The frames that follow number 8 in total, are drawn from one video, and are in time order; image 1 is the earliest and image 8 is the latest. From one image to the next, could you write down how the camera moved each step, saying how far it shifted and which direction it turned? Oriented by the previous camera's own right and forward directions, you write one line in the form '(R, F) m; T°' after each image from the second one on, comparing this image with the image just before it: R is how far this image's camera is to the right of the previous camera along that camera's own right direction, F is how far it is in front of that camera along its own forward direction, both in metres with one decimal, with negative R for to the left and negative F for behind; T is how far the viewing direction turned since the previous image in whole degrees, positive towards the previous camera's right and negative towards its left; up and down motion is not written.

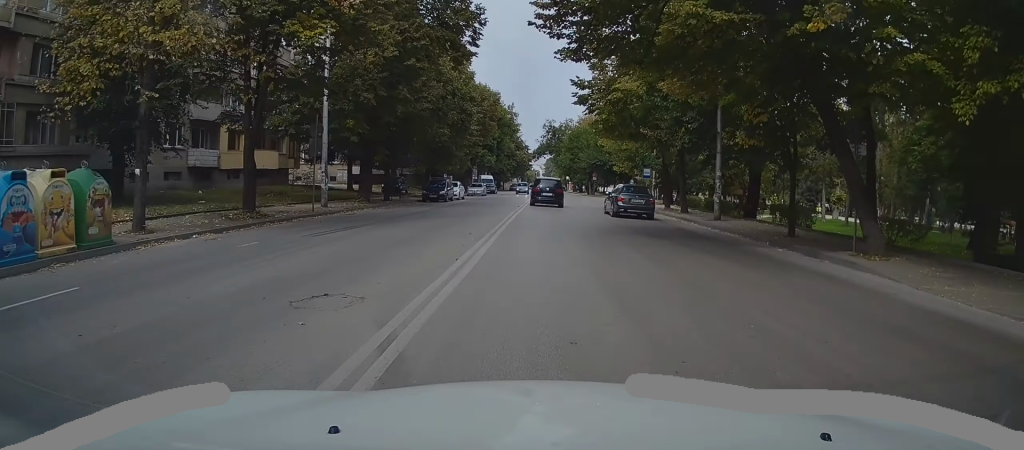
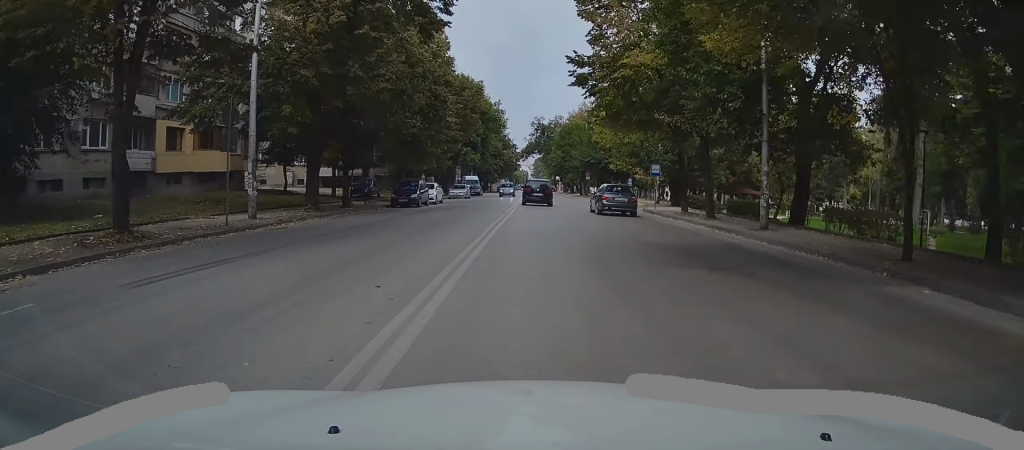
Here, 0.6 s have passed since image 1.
(0.0, +6.6) m; +1°
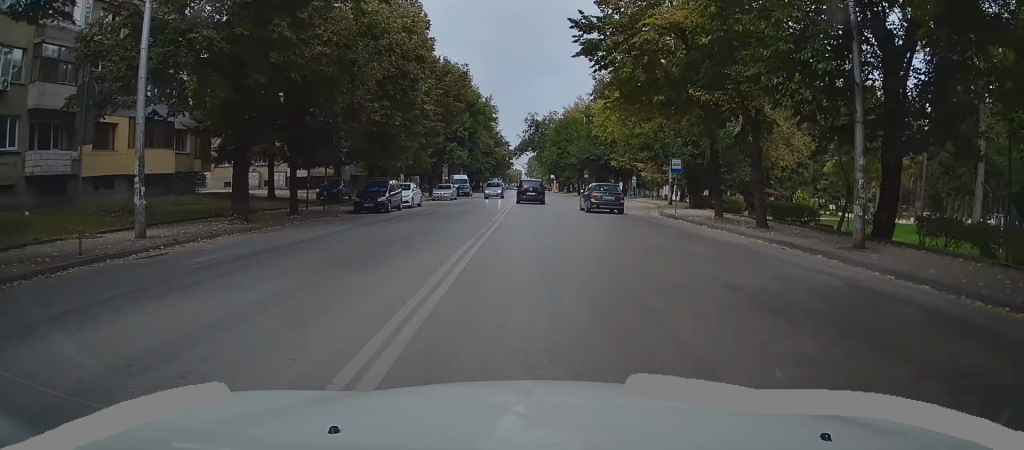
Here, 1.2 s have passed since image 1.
(+0.1, +6.8) m; 0°
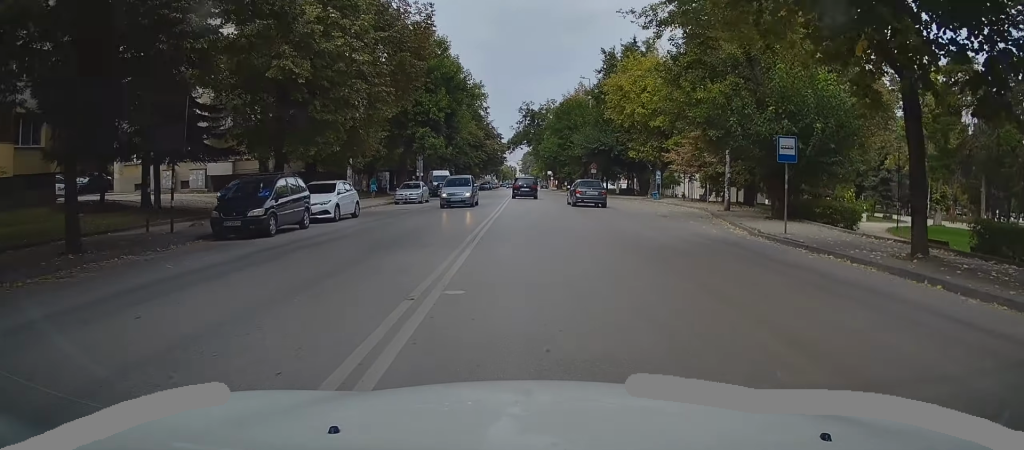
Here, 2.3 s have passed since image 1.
(0.0, +13.7) m; +1°
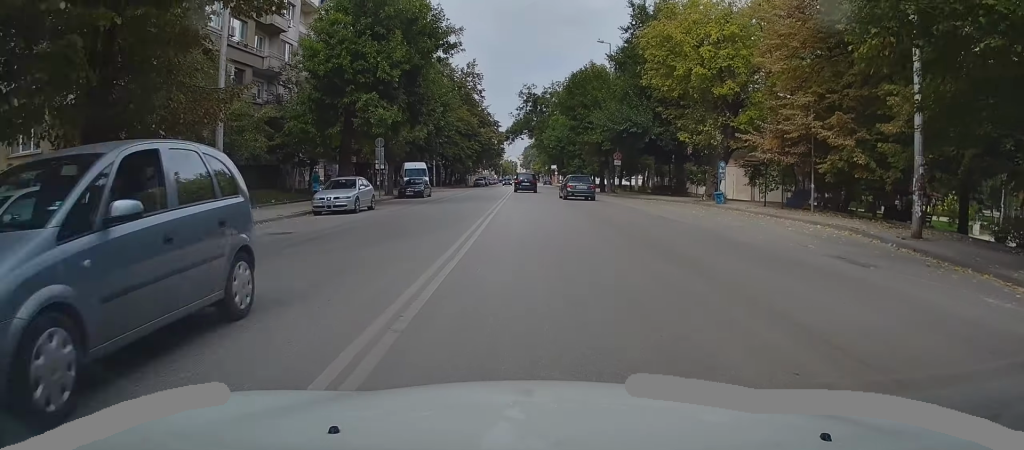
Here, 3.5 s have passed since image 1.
(+0.2, +15.9) m; +1°
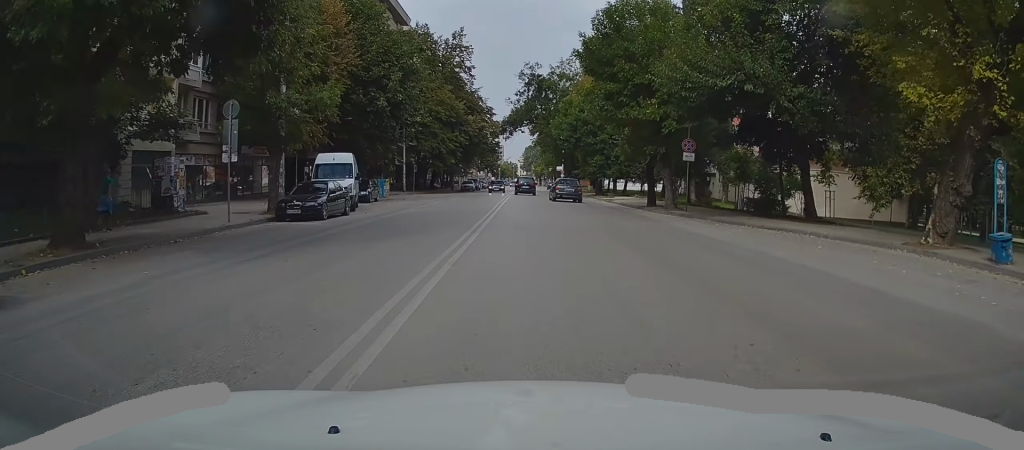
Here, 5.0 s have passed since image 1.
(-0.1, +21.6) m; -1°
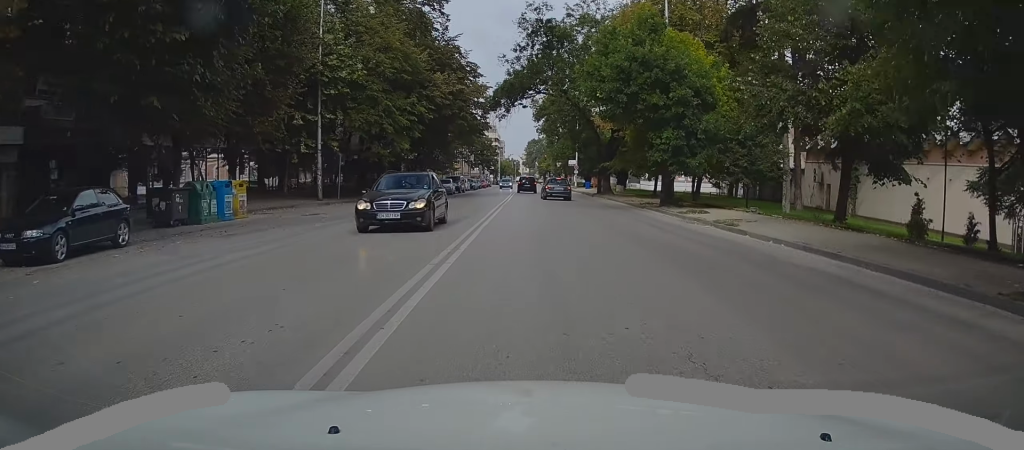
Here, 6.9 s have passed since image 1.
(-0.1, +27.4) m; +1°
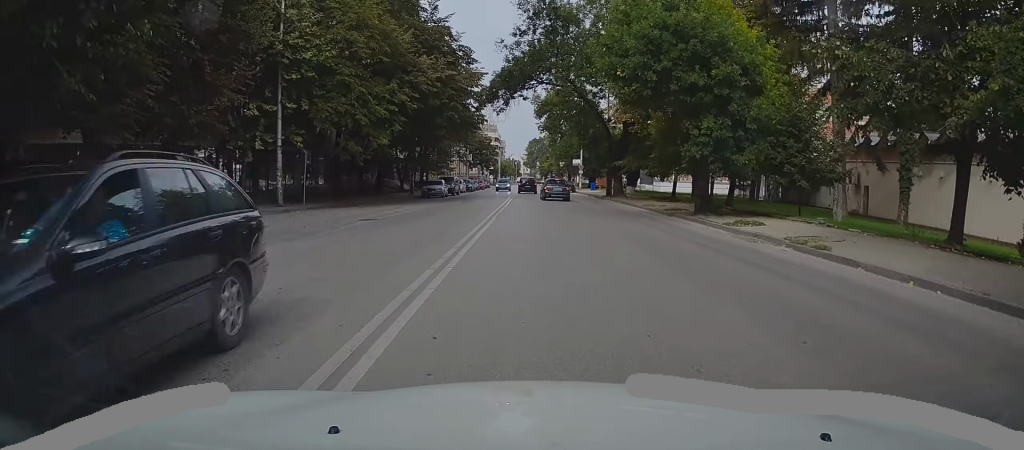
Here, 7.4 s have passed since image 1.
(+0.1, +6.6) m; 0°
